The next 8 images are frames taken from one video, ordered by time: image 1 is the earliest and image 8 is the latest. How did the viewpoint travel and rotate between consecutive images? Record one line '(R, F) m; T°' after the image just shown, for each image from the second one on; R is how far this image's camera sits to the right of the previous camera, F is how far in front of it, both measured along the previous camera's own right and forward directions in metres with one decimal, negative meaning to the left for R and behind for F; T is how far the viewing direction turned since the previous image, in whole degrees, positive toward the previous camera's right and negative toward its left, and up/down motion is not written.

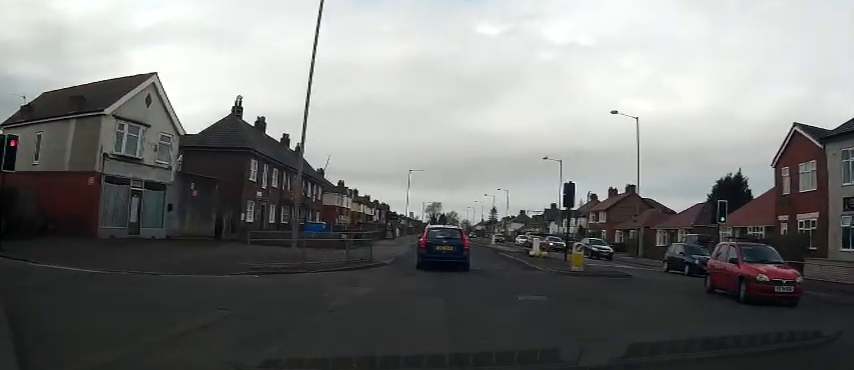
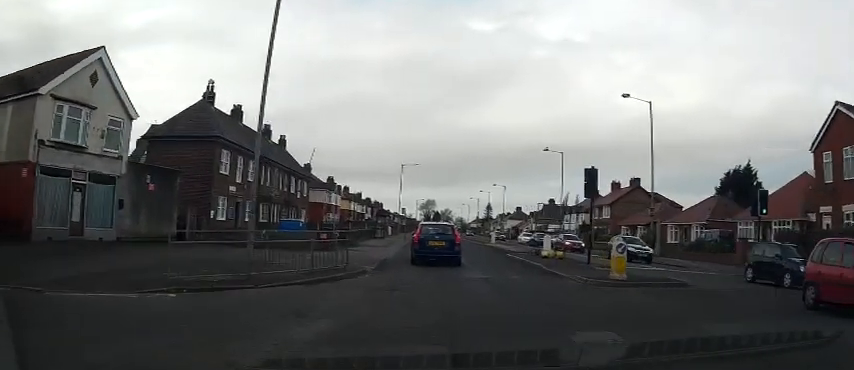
(-0.1, +4.2) m; +2°
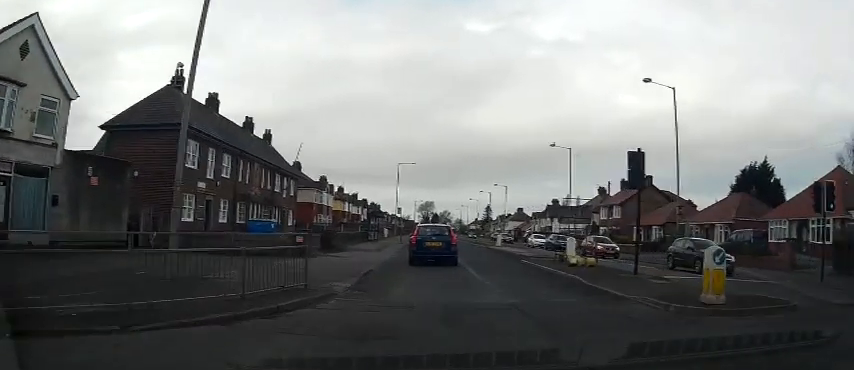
(+0.3, +4.9) m; +1°
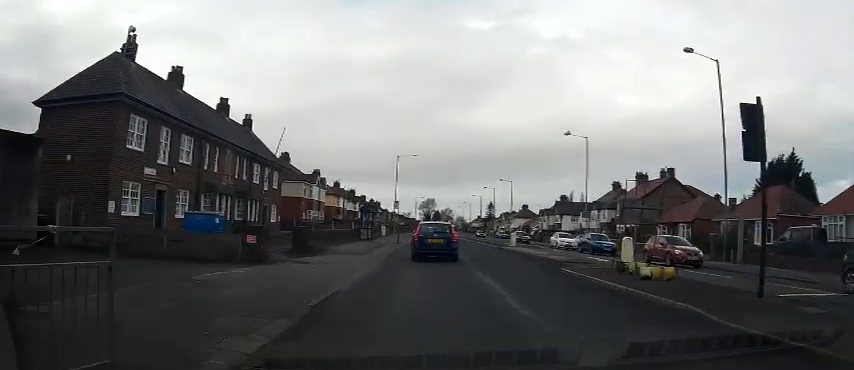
(+0.2, +6.2) m; 0°
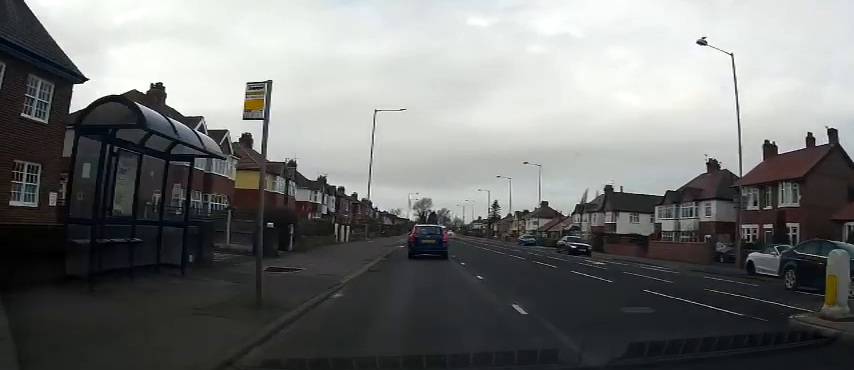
(-0.5, +30.9) m; 0°
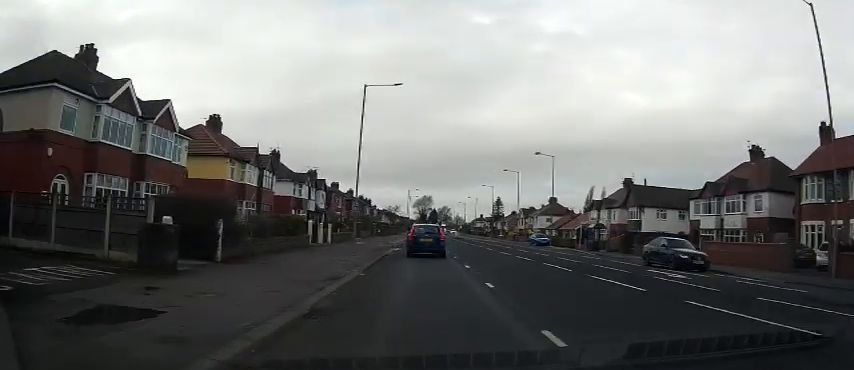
(0.0, +8.3) m; 0°
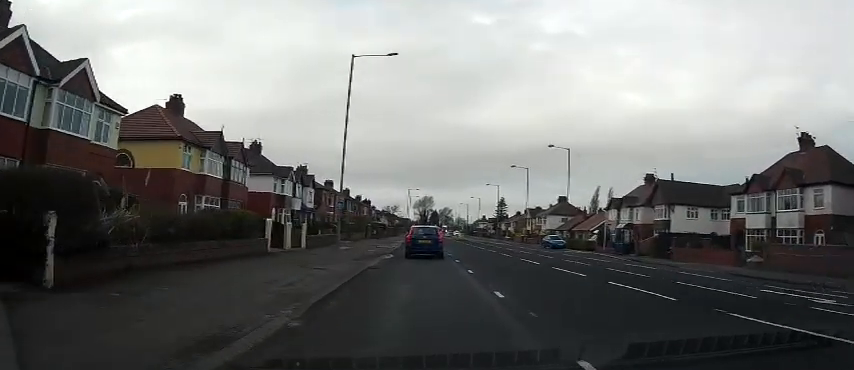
(0.0, +7.4) m; 0°
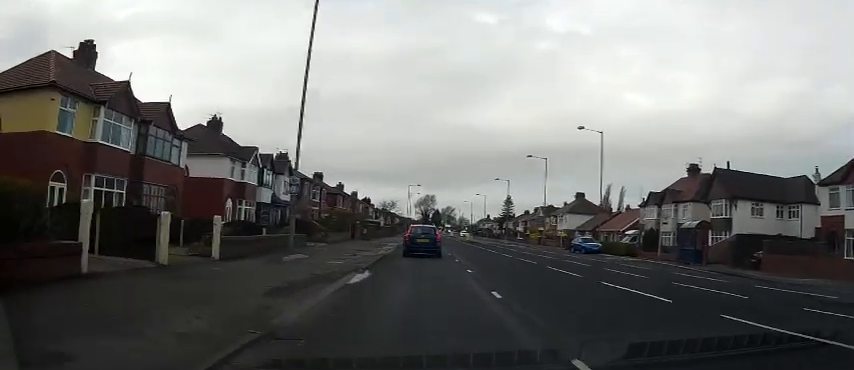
(0.0, +11.4) m; 0°
